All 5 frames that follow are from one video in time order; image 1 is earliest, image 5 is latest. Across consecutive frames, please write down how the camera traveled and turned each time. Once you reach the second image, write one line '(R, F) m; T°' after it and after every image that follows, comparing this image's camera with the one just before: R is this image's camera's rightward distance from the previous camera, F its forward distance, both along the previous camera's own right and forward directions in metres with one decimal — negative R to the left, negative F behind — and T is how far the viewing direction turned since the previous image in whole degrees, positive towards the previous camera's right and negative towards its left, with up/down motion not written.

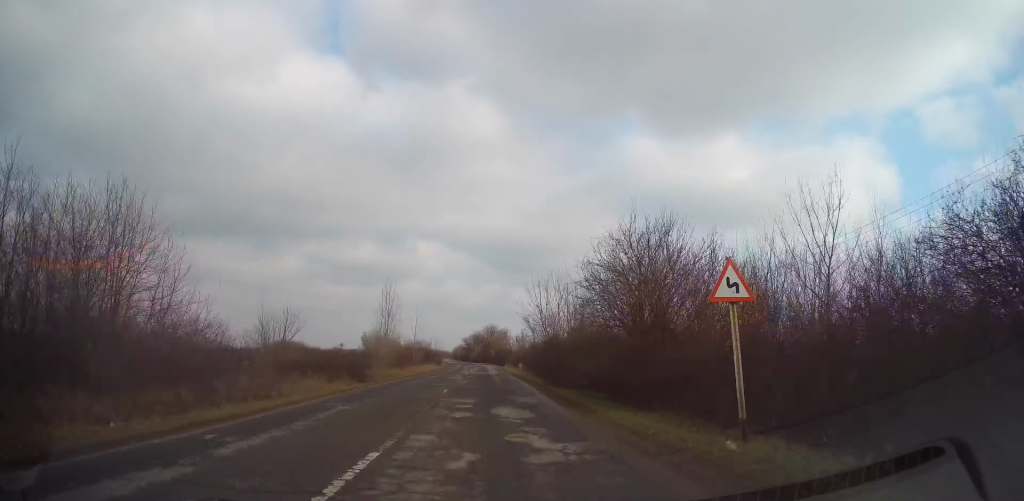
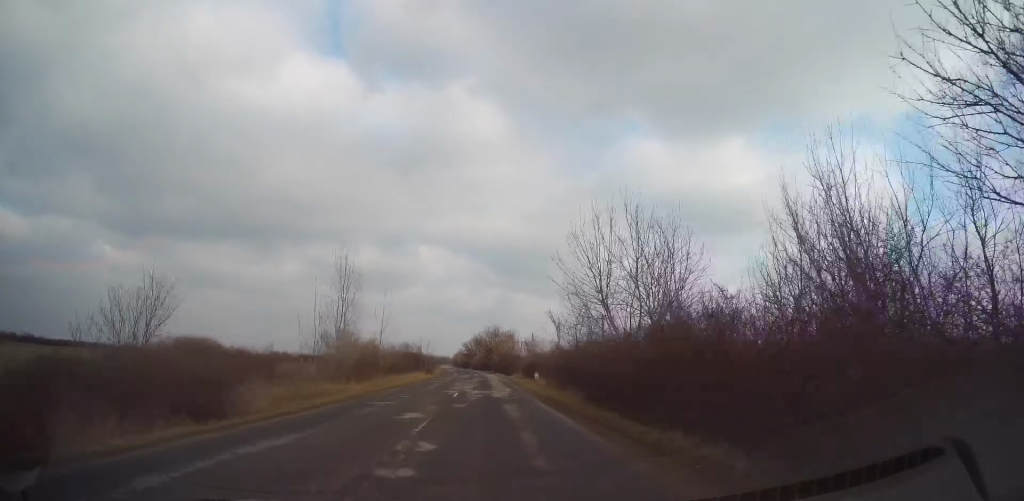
(-0.1, +17.8) m; +1°
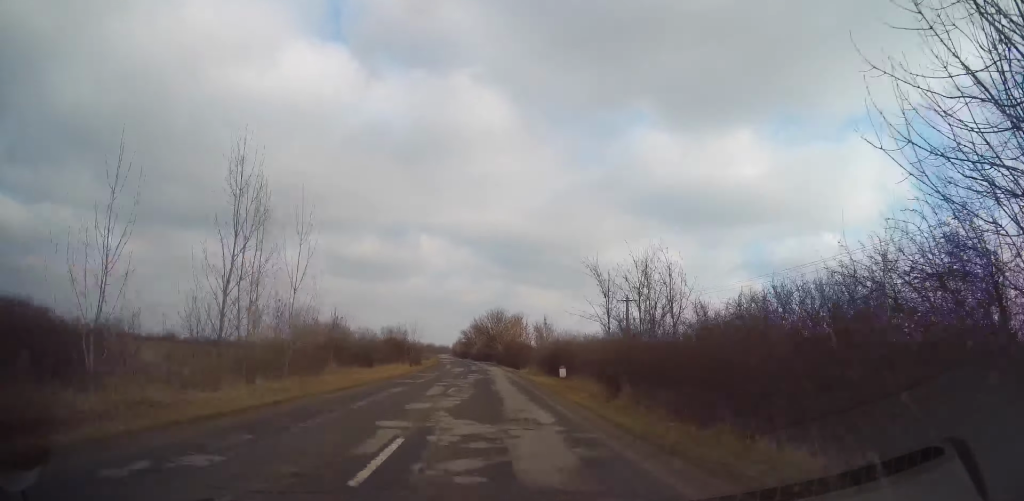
(+0.4, +16.3) m; -1°
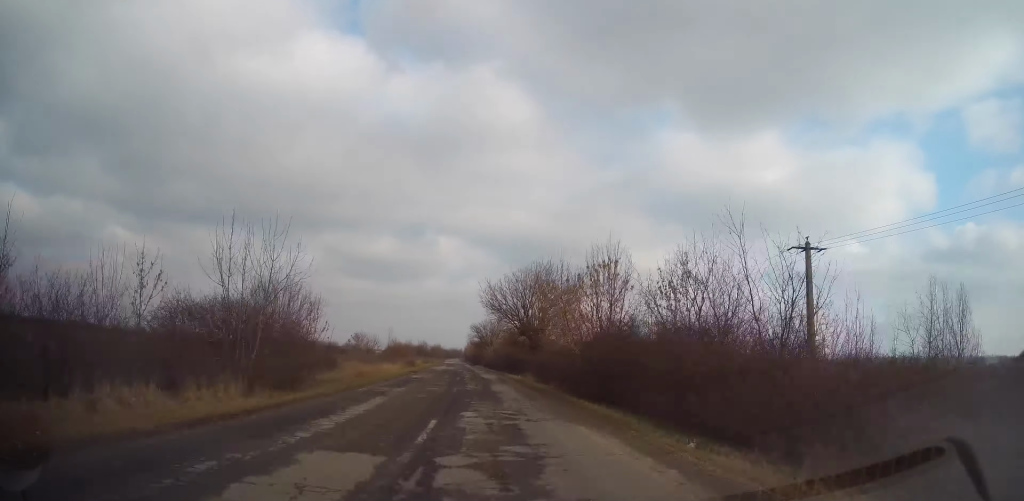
(-1.1, +44.2) m; -2°
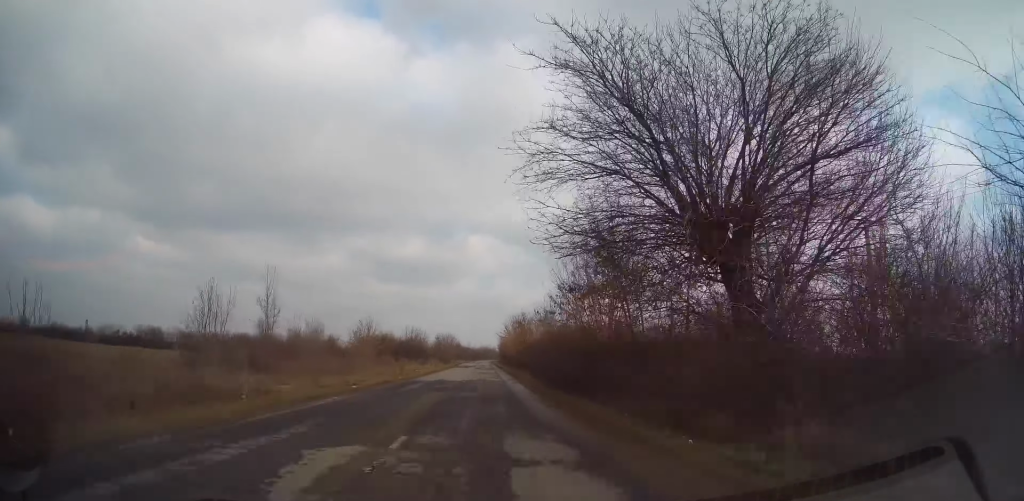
(-4.4, +95.9) m; -5°
